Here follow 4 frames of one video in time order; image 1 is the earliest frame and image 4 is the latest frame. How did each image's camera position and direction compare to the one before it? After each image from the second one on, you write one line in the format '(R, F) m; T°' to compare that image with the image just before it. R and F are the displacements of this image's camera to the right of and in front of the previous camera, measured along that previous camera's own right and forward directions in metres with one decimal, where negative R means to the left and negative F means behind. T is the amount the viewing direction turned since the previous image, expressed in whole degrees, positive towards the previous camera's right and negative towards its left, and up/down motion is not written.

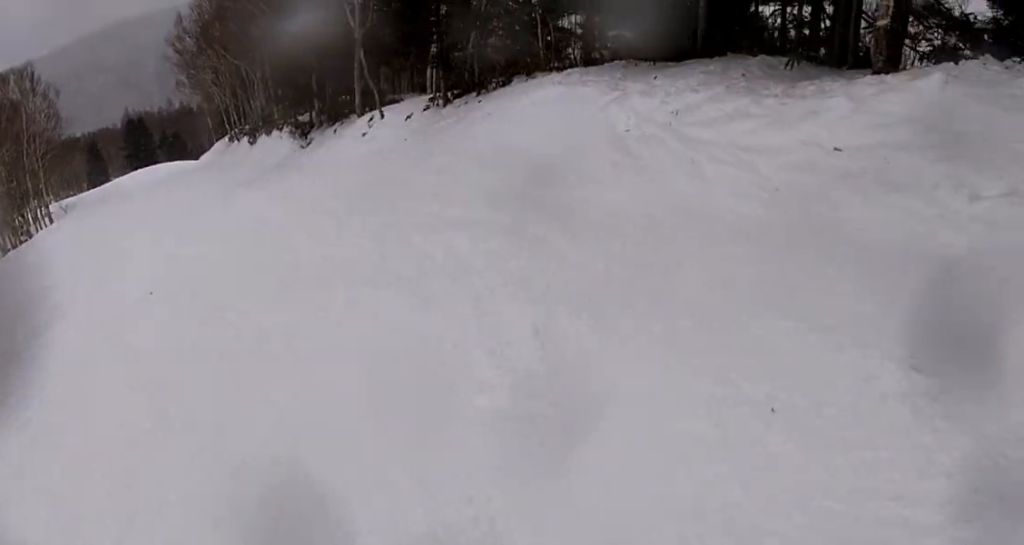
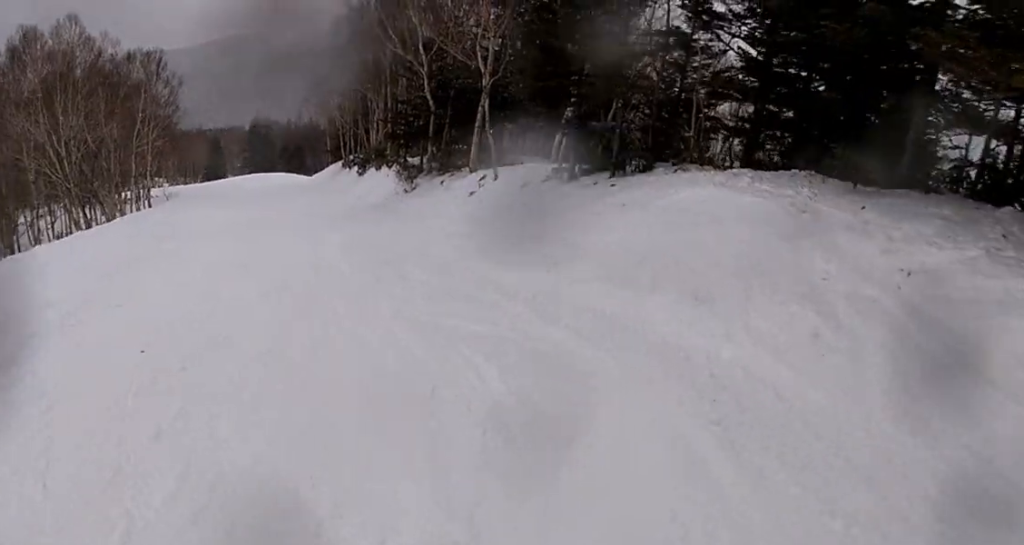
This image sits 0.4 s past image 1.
(+0.8, +2.4) m; -4°
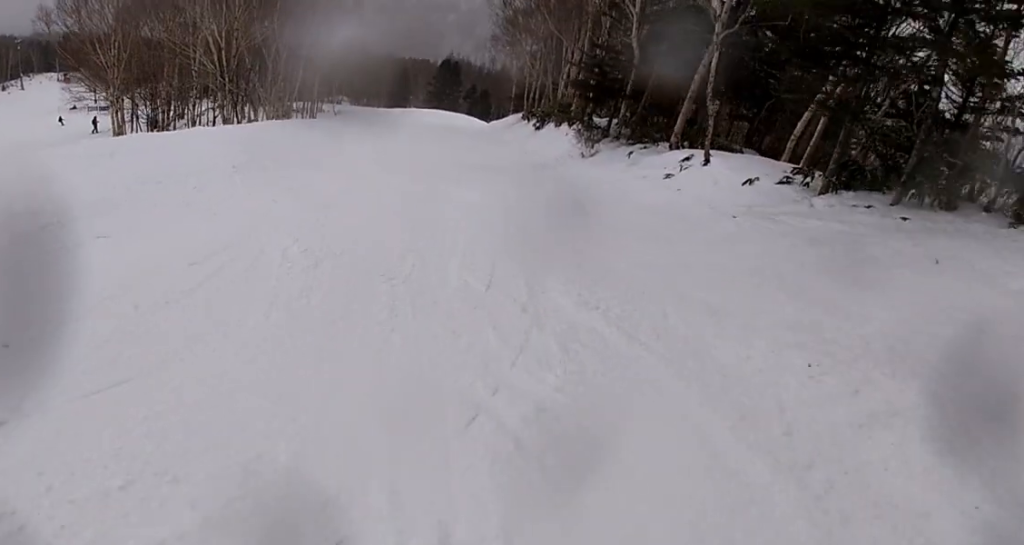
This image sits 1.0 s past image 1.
(-1.2, +3.7) m; -9°
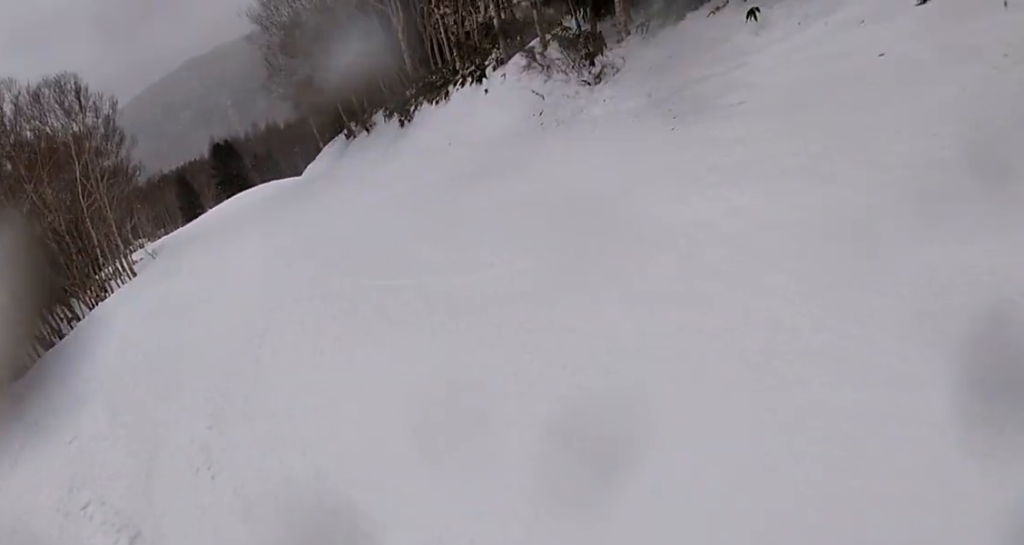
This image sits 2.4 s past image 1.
(-0.8, +9.0) m; +7°
